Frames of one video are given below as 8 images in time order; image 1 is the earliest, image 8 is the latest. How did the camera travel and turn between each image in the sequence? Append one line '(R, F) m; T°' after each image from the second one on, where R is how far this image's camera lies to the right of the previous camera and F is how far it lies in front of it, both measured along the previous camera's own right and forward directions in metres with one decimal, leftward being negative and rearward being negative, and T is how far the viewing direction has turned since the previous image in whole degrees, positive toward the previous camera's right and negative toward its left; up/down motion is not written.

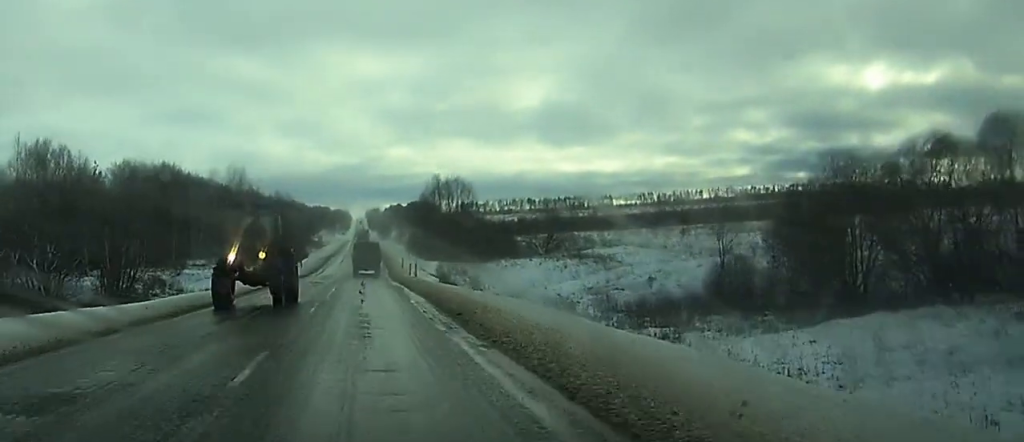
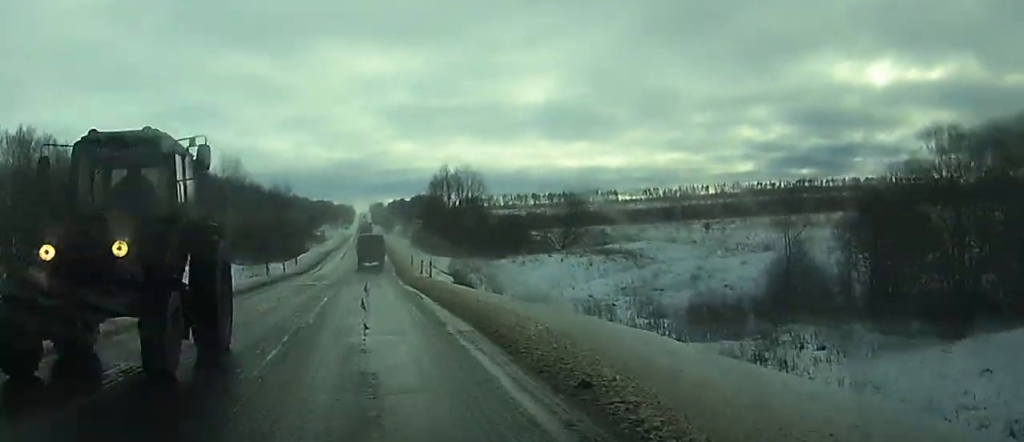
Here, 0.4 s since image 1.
(0.0, +9.7) m; 0°
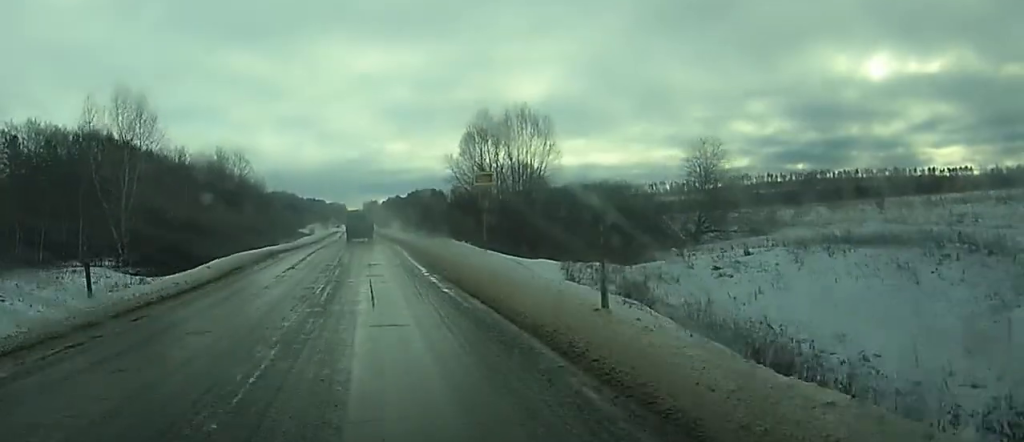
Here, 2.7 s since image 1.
(+0.4, +52.7) m; +1°
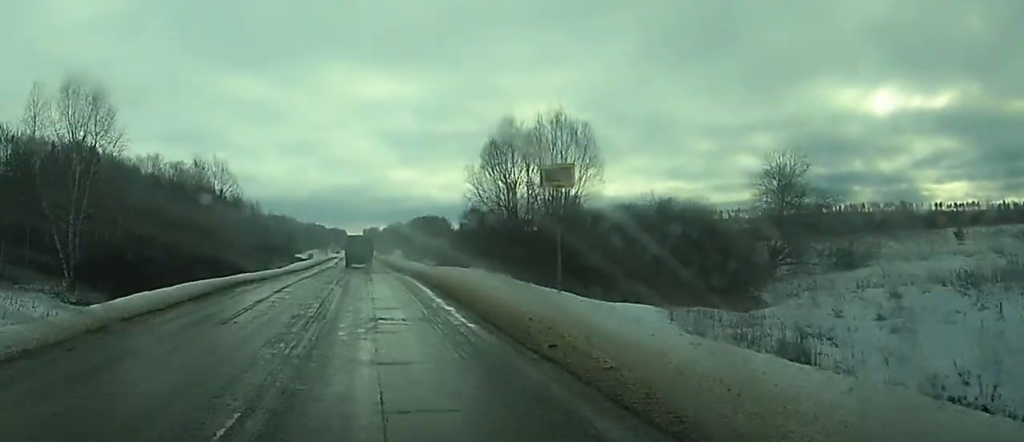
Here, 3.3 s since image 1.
(0.0, +13.9) m; 0°
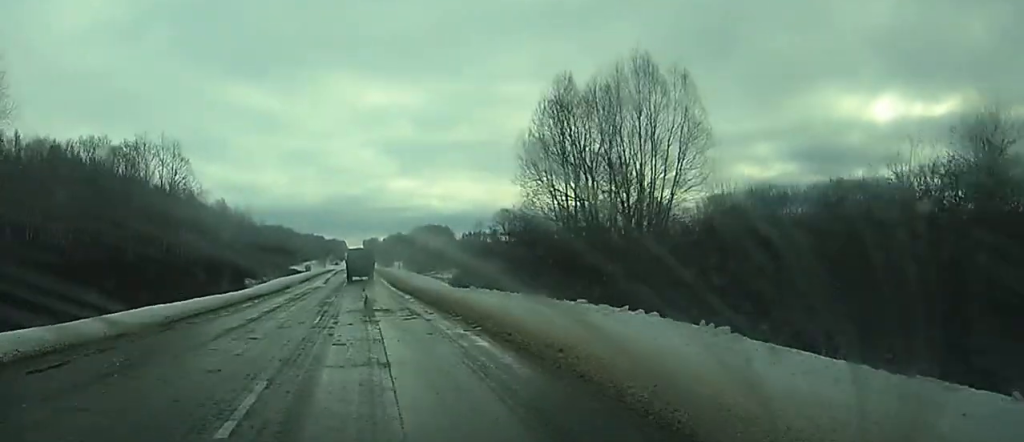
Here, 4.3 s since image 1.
(0.0, +21.7) m; 0°
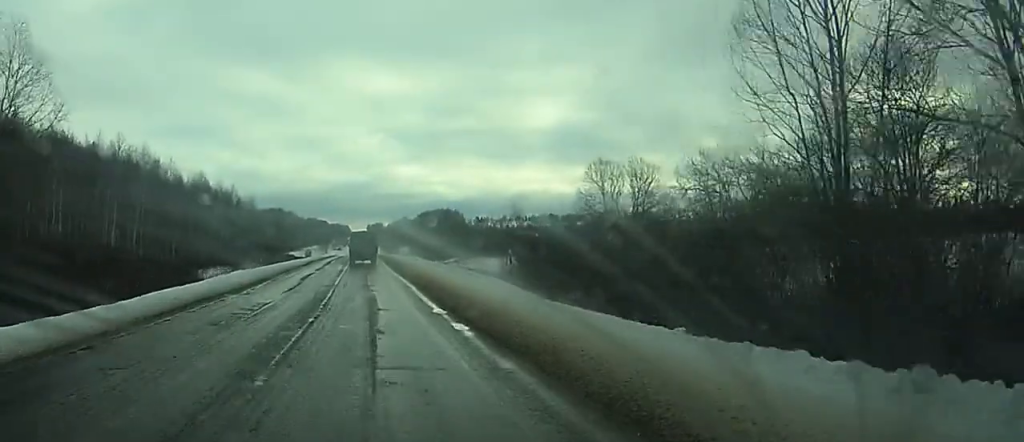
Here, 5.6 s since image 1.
(-0.1, +30.9) m; 0°
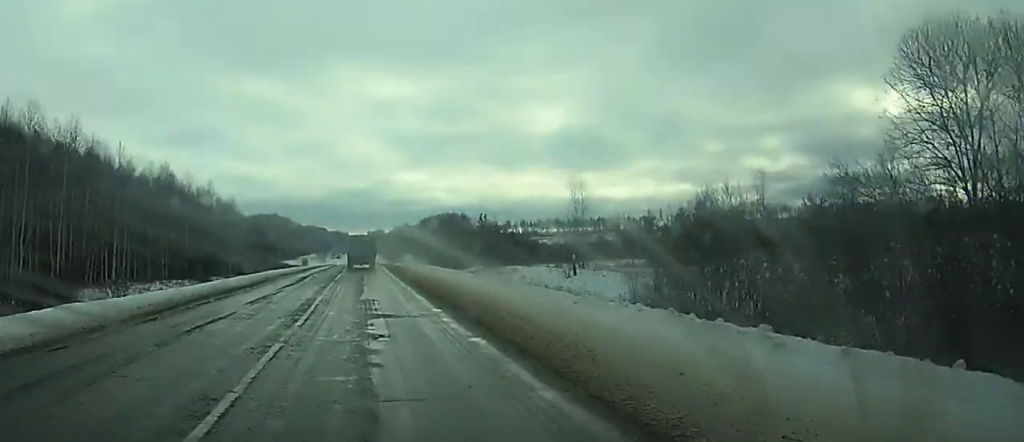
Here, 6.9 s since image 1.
(-0.2, +29.1) m; -1°
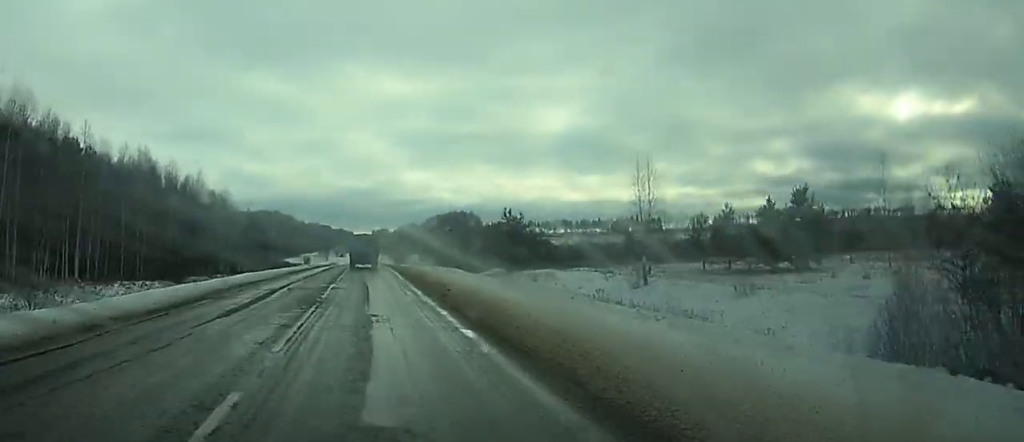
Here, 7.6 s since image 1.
(0.0, +16.0) m; 0°
